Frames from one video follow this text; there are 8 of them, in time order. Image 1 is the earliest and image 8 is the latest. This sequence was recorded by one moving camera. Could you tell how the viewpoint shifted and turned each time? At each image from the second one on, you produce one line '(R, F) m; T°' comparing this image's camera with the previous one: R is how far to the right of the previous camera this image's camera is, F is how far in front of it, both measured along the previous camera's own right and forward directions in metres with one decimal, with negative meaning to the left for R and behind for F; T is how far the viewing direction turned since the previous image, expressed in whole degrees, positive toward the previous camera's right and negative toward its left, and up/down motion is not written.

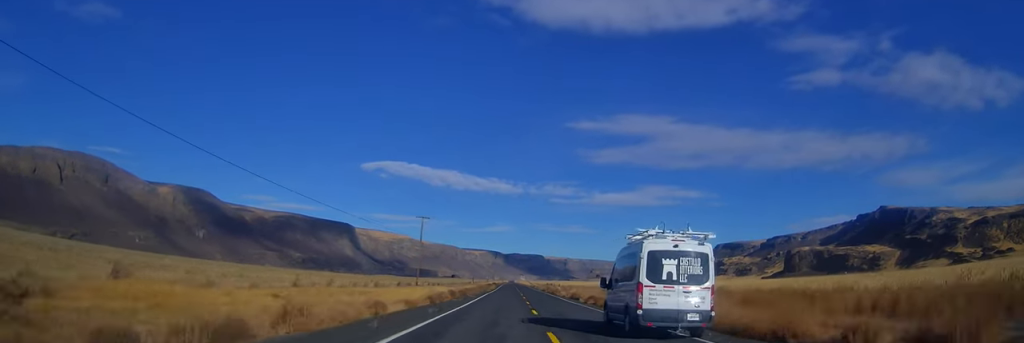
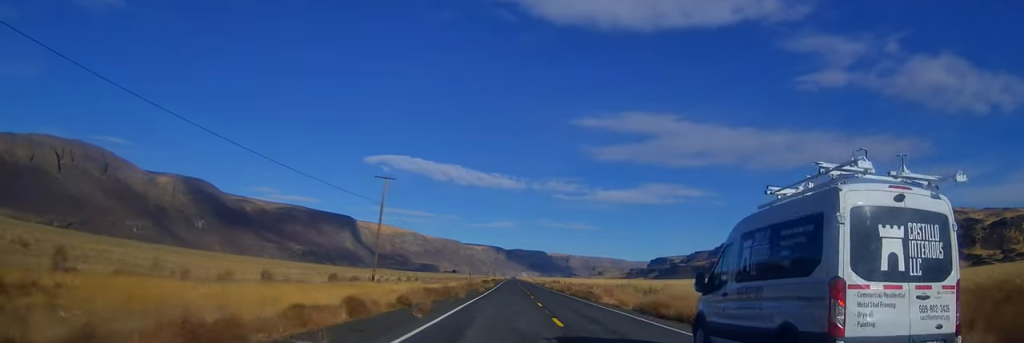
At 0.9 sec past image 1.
(0.0, +30.9) m; 0°
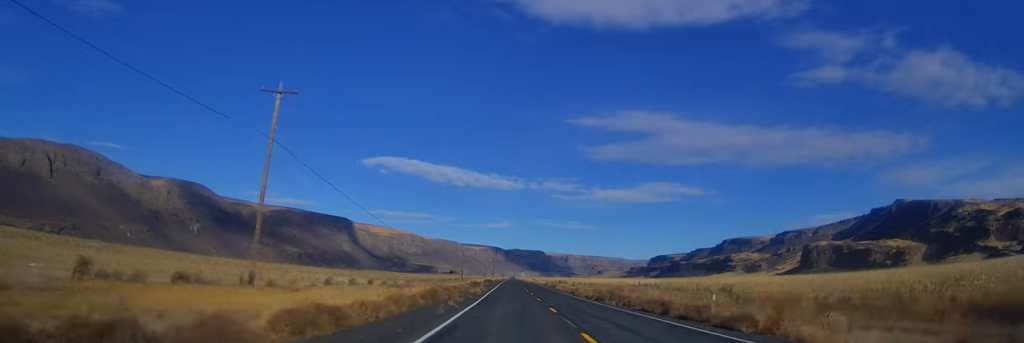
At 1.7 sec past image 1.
(+0.1, +30.1) m; 0°
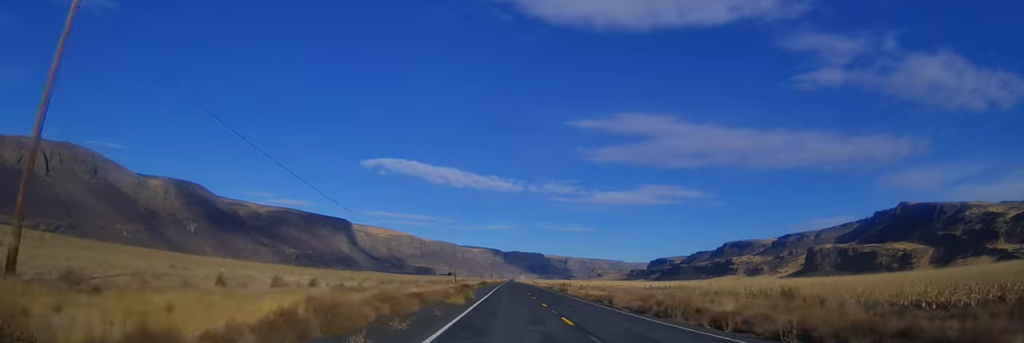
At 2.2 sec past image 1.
(-0.1, +18.0) m; 0°
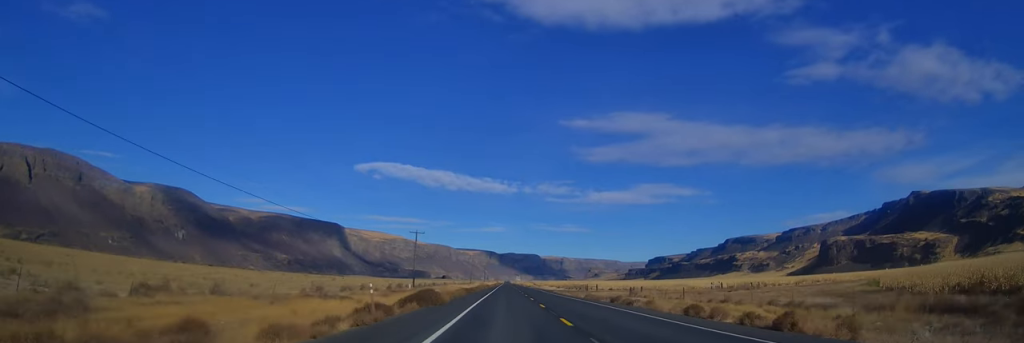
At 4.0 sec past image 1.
(+0.4, +63.3) m; +1°
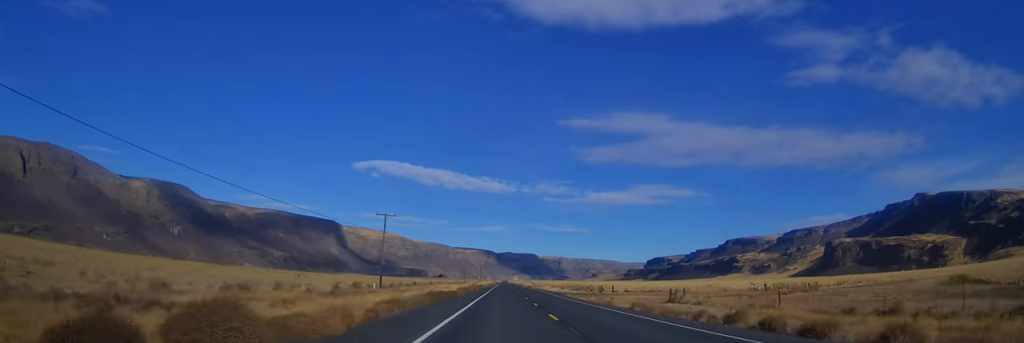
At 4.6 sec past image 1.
(-0.3, +22.4) m; 0°
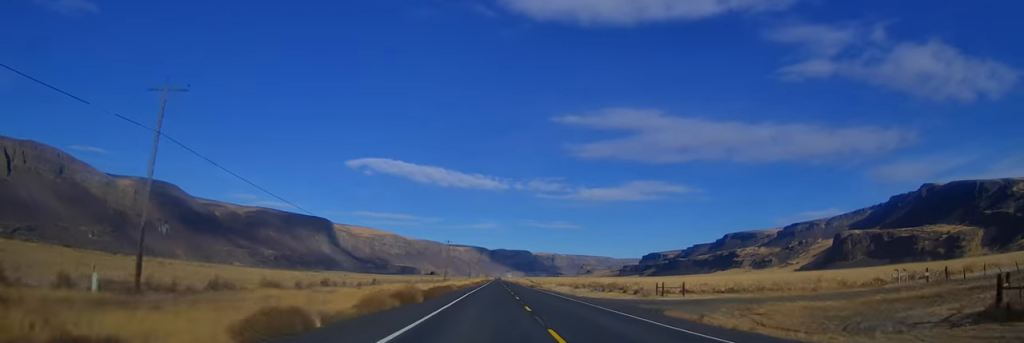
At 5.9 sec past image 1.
(+0.6, +45.8) m; +1°
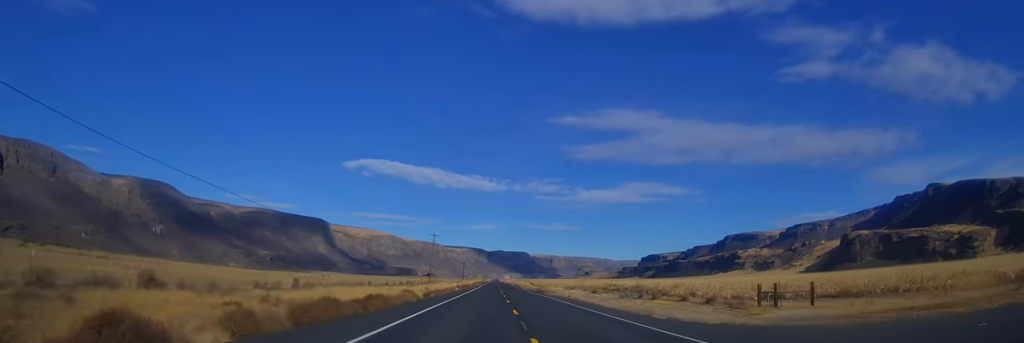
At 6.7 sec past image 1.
(+0.1, +27.1) m; 0°
